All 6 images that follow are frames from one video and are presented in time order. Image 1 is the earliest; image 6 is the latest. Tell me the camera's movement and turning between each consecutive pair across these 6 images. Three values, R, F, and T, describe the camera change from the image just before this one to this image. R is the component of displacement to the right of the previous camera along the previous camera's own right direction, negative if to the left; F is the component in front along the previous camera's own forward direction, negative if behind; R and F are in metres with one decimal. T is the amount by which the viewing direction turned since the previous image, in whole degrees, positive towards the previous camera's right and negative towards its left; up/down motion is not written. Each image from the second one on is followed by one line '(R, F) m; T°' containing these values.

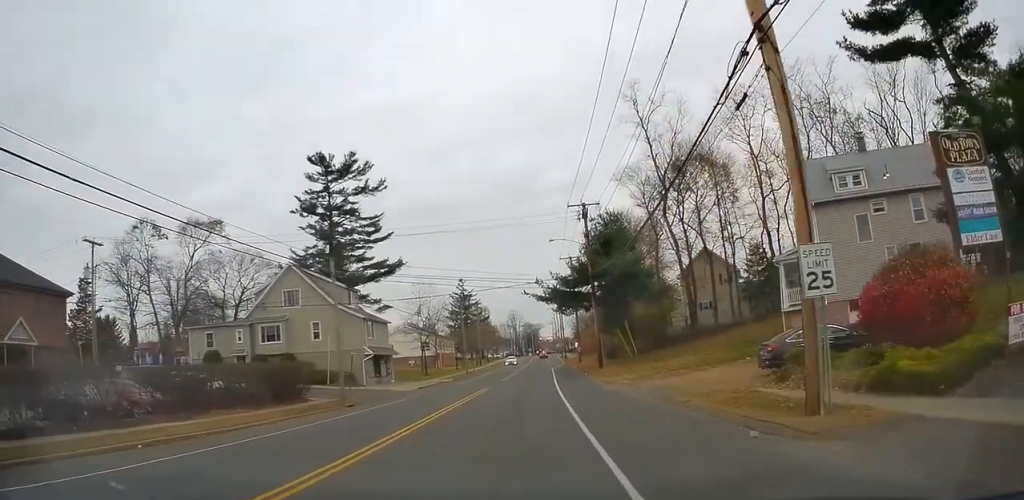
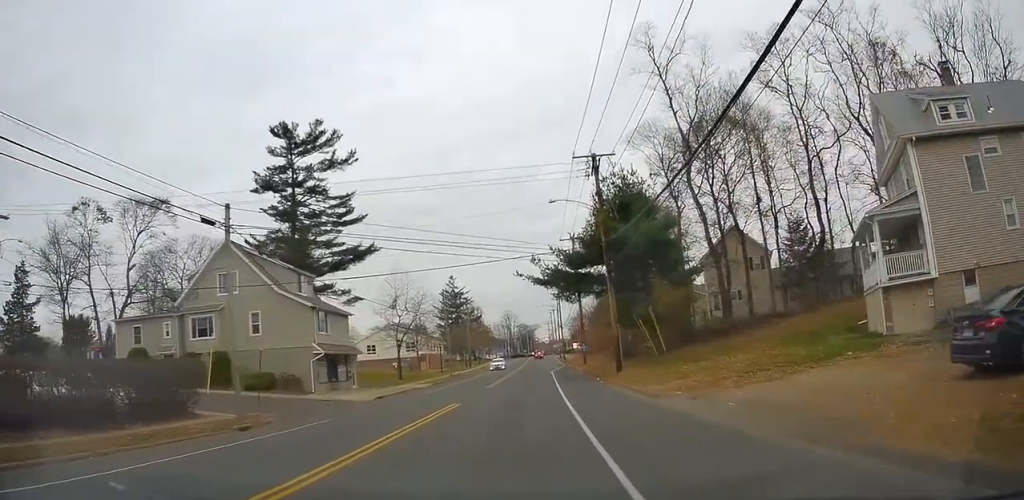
(0.0, +10.7) m; +1°
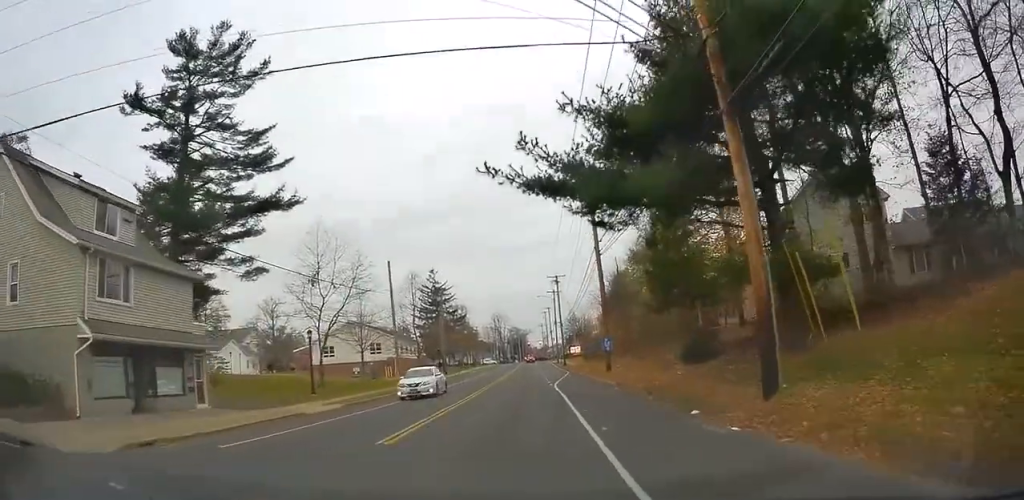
(+0.5, +21.4) m; 0°
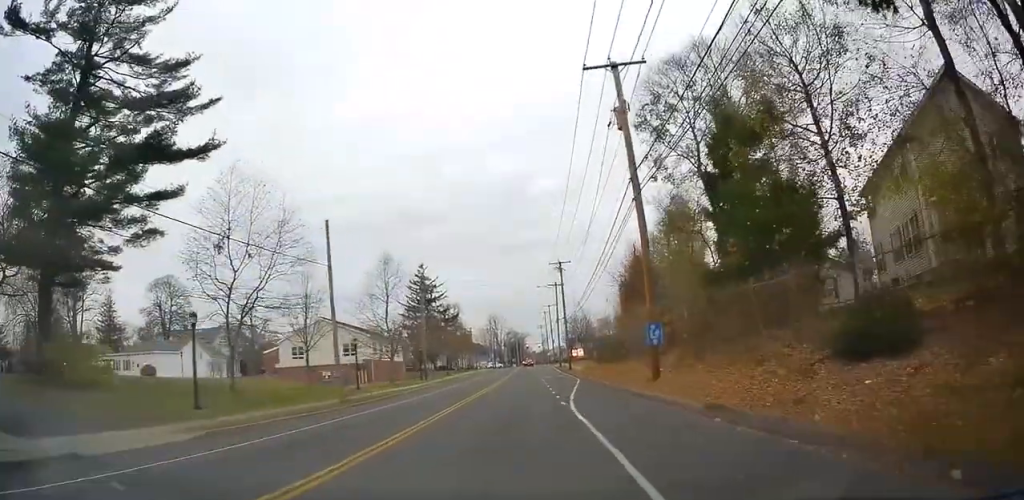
(-0.4, +13.2) m; -1°
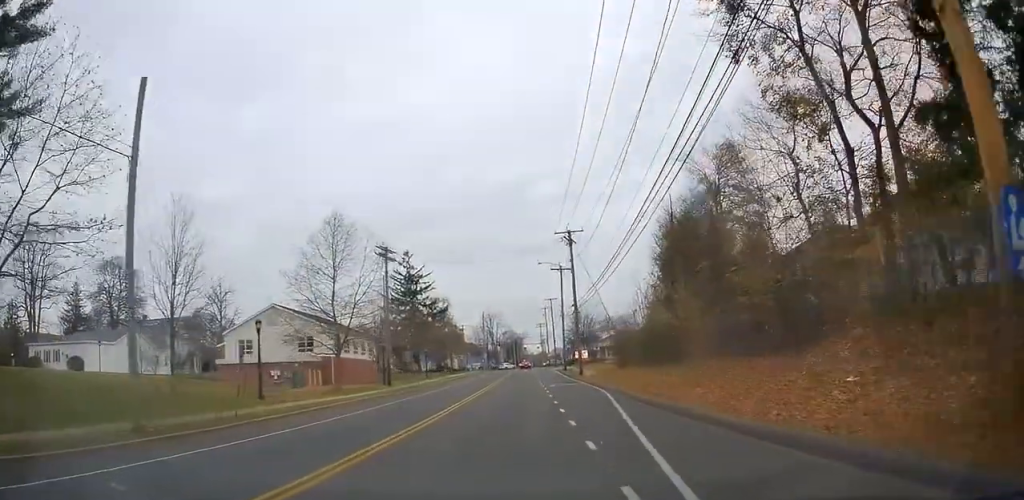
(+0.1, +16.1) m; +2°
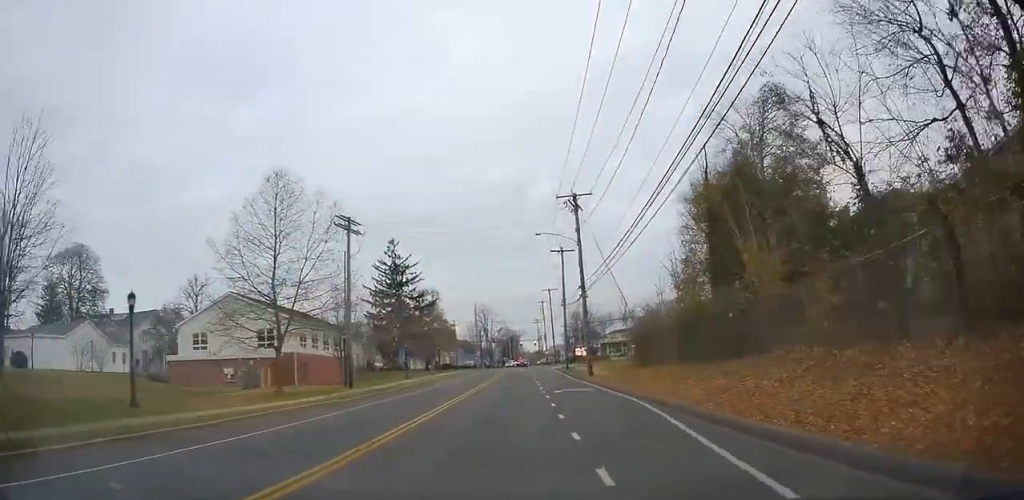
(+0.3, +10.0) m; +1°
